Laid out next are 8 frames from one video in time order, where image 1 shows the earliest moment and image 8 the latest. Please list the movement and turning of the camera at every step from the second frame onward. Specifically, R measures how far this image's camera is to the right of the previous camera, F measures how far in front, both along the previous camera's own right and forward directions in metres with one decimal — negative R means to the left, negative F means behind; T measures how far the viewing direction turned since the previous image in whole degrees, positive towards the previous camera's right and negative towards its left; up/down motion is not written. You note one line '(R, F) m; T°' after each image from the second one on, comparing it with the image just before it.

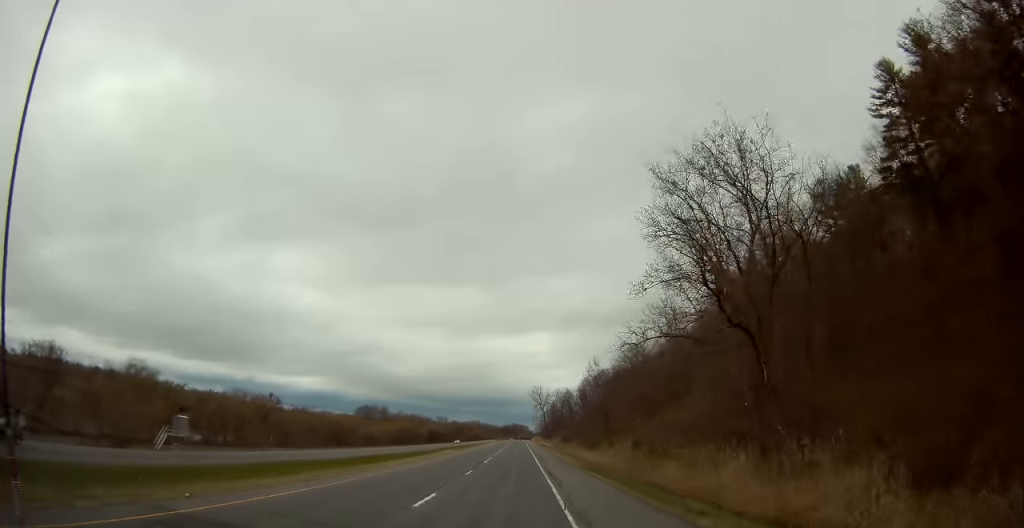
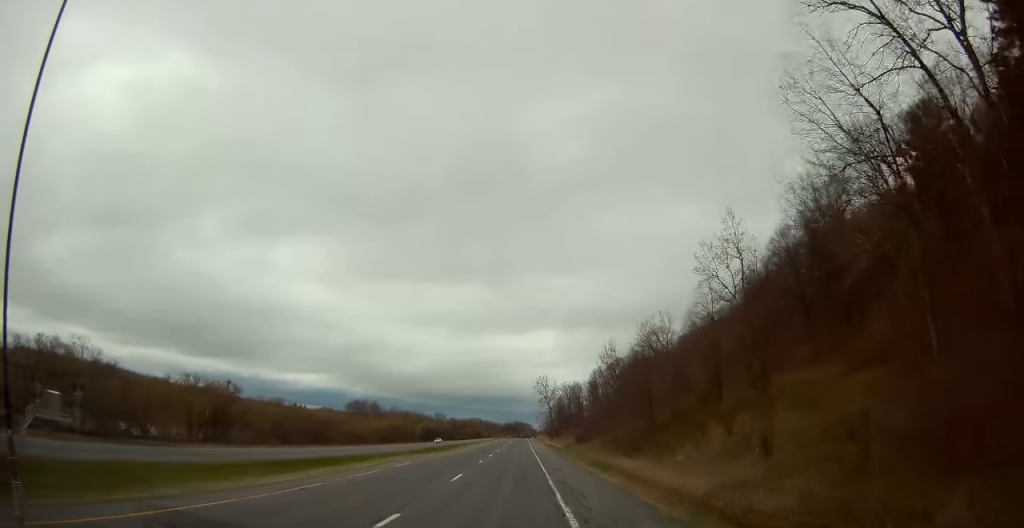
(0.0, +29.3) m; 0°
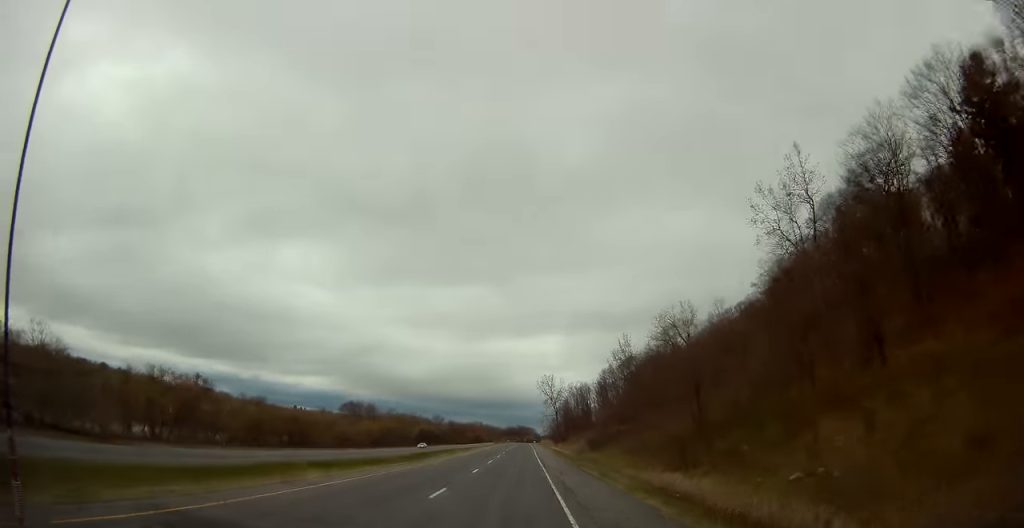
(+0.1, +17.7) m; 0°
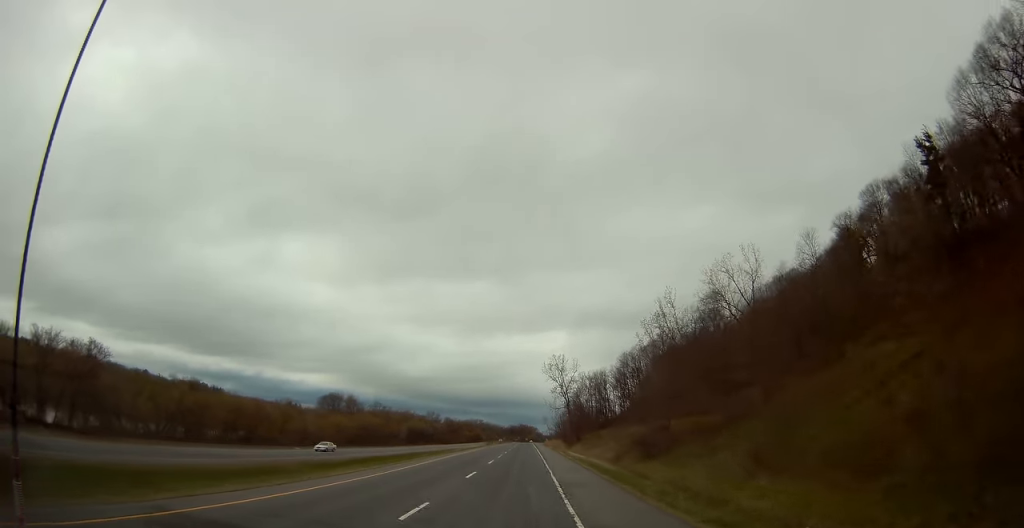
(-0.5, +39.6) m; -1°
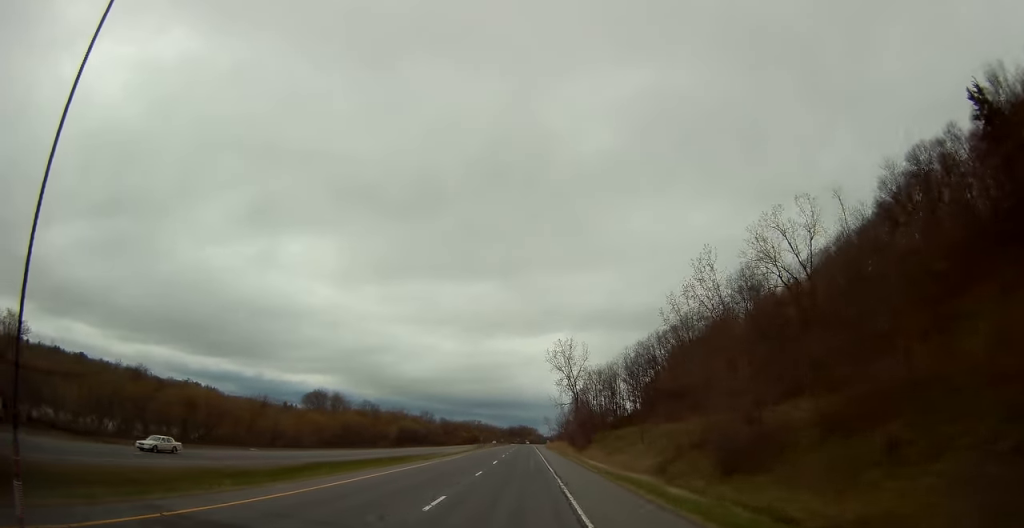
(0.0, +22.8) m; 0°
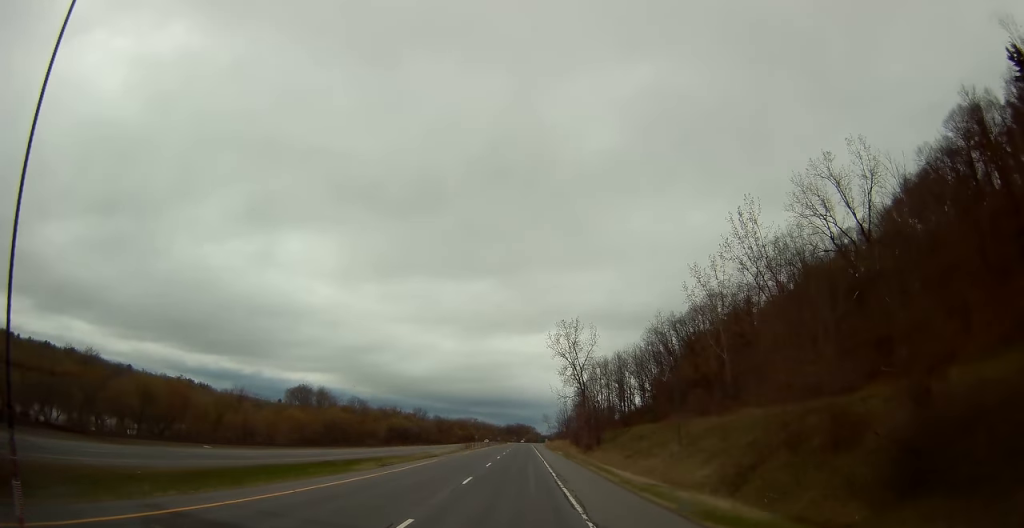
(0.0, +16.8) m; 0°
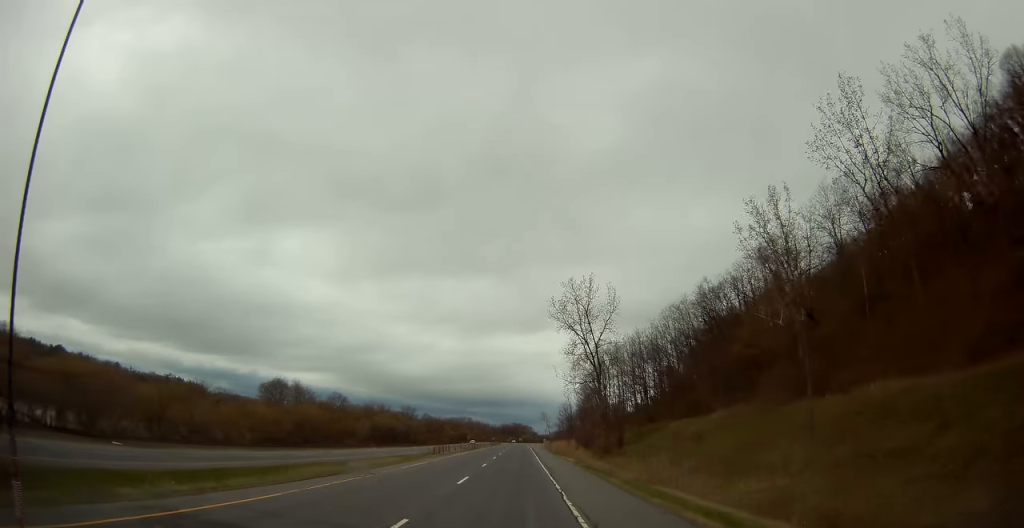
(+0.2, +24.5) m; +1°
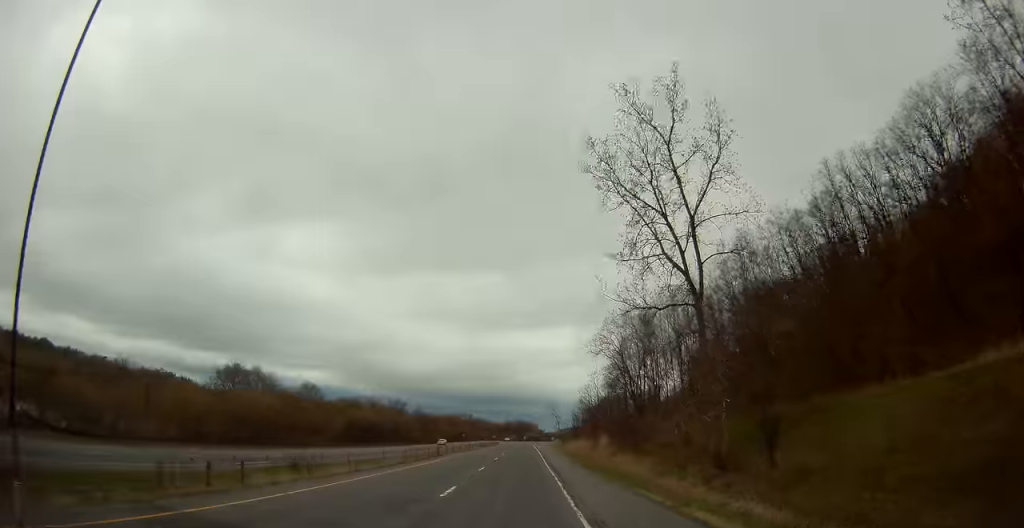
(-0.2, +40.6) m; -1°
